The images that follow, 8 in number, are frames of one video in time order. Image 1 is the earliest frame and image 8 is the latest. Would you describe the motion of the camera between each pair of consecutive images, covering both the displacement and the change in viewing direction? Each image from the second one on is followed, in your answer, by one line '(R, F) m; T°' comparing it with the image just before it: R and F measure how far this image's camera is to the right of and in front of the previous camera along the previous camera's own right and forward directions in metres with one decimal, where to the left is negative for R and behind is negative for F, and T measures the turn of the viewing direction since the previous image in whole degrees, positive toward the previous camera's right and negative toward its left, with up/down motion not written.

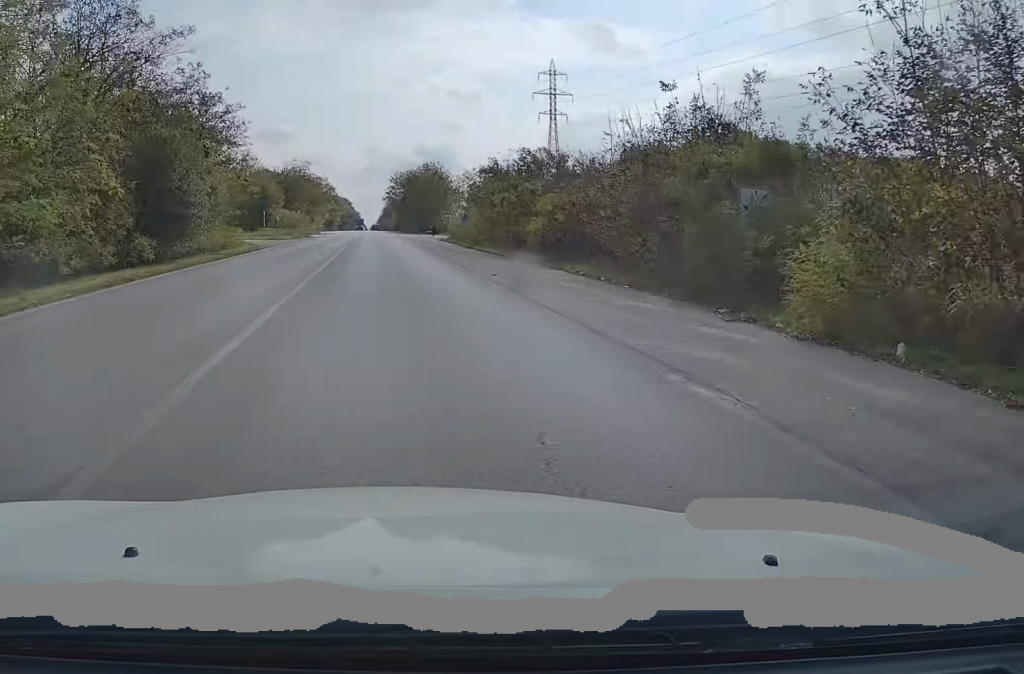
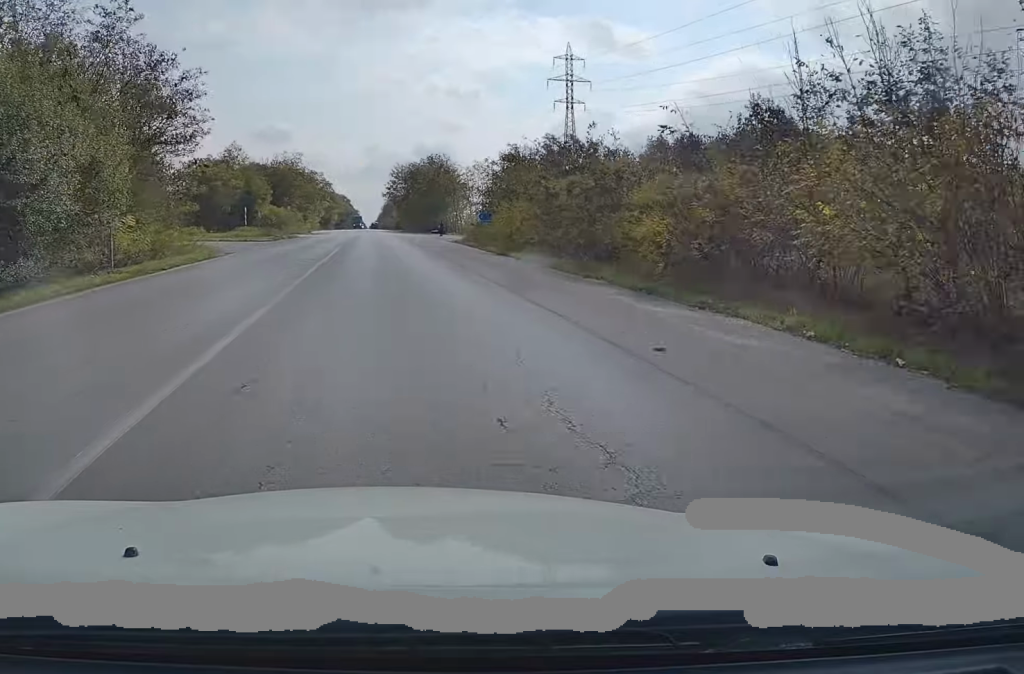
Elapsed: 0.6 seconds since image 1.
(+0.1, +13.0) m; 0°
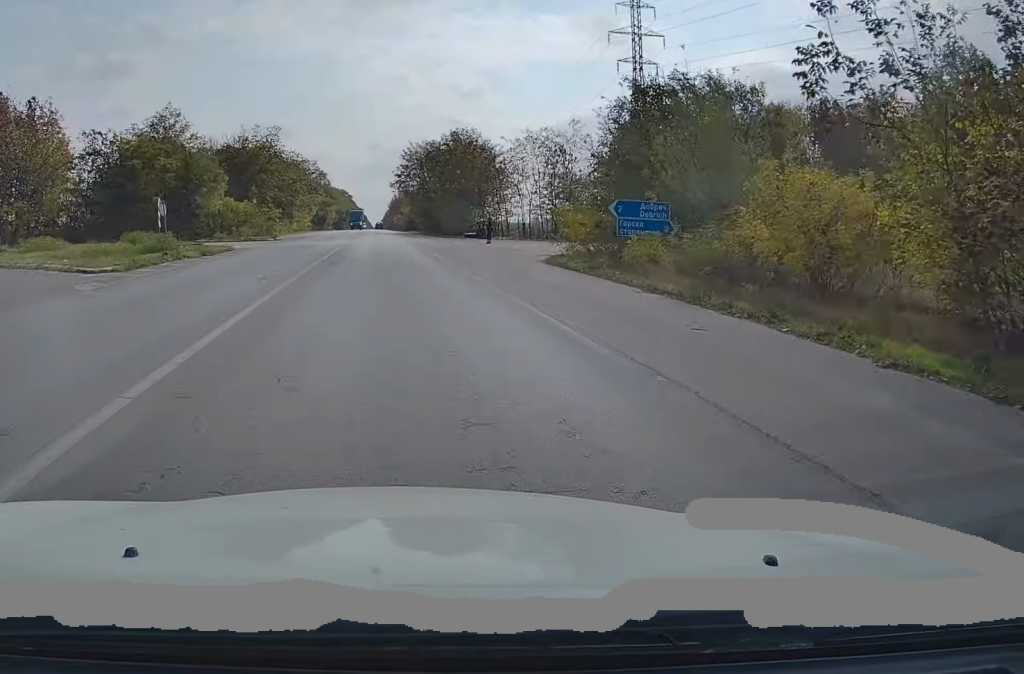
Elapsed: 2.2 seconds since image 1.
(-0.2, +33.4) m; 0°
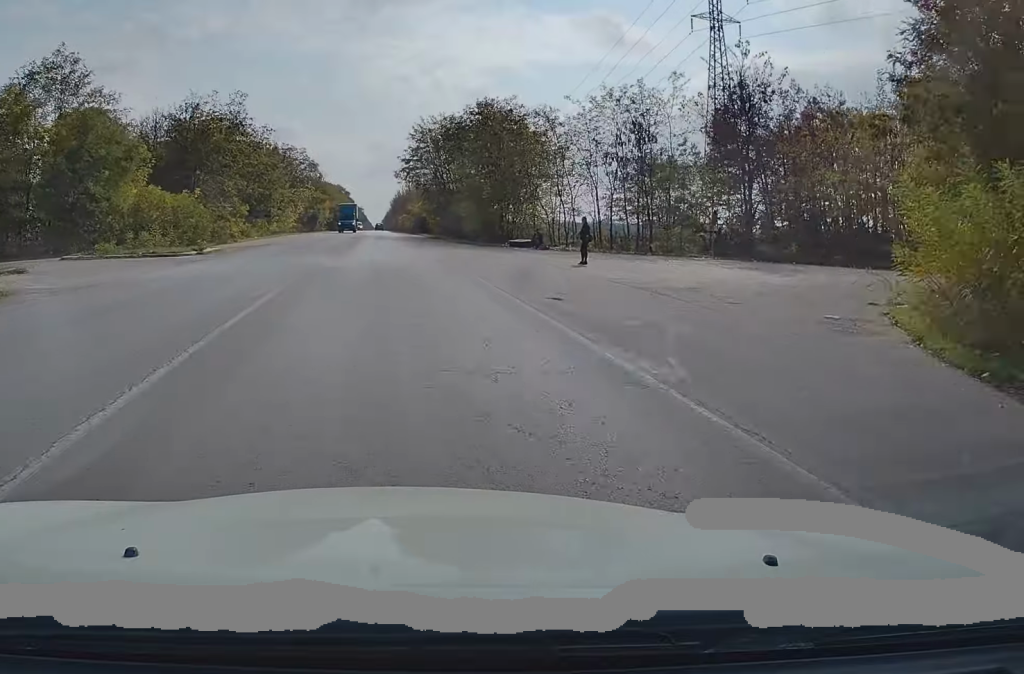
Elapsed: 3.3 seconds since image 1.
(+0.3, +24.4) m; 0°
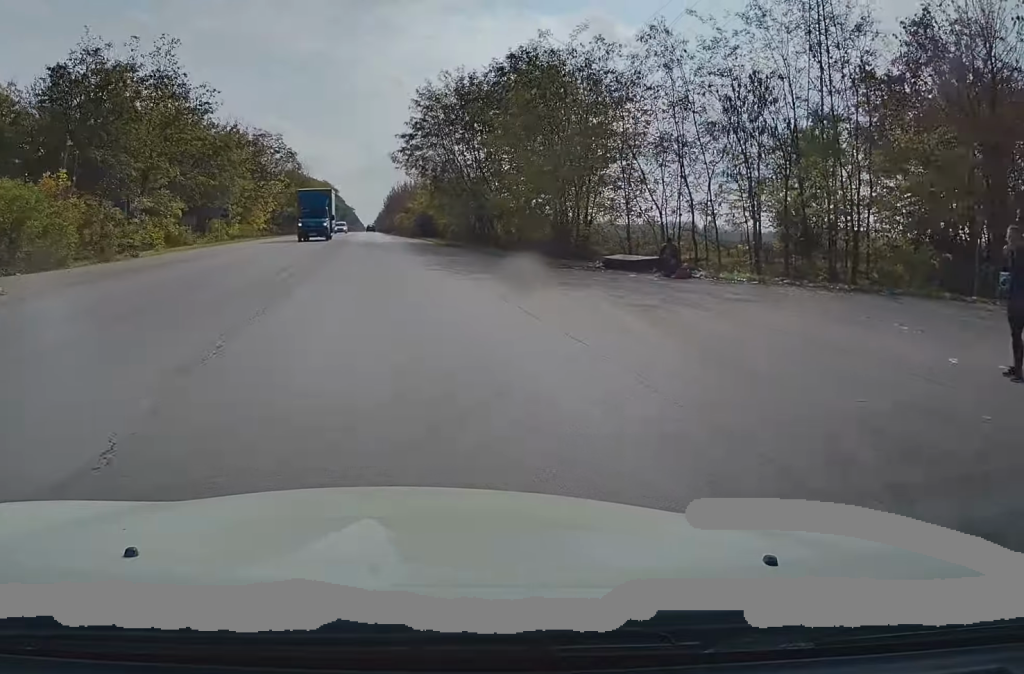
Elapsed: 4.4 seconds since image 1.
(-0.2, +21.2) m; -1°
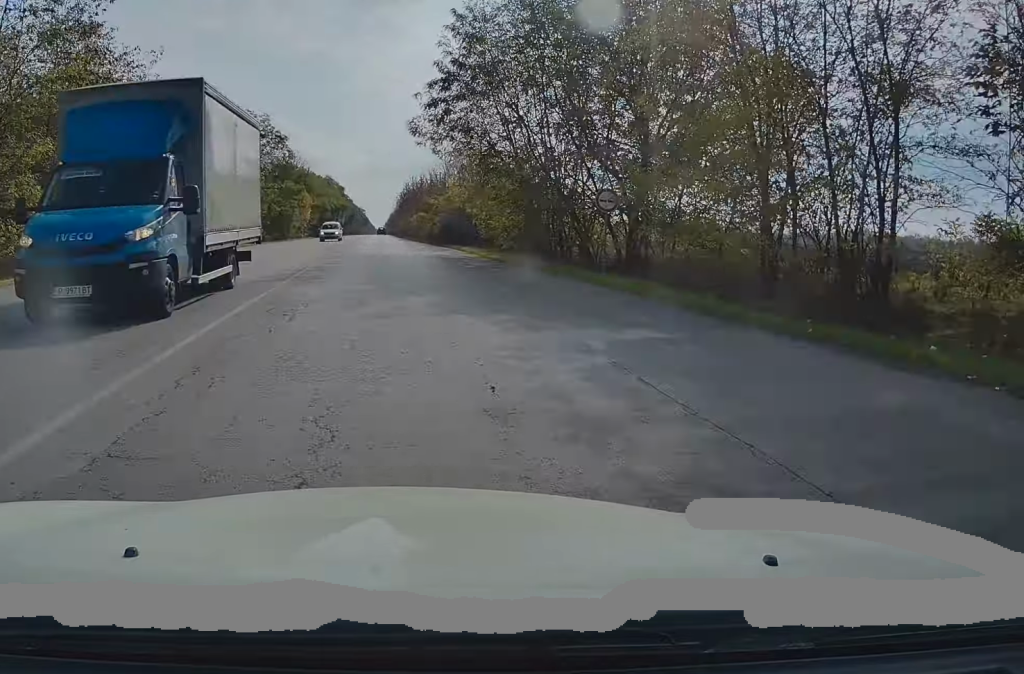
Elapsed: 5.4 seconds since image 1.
(0.0, +20.9) m; 0°
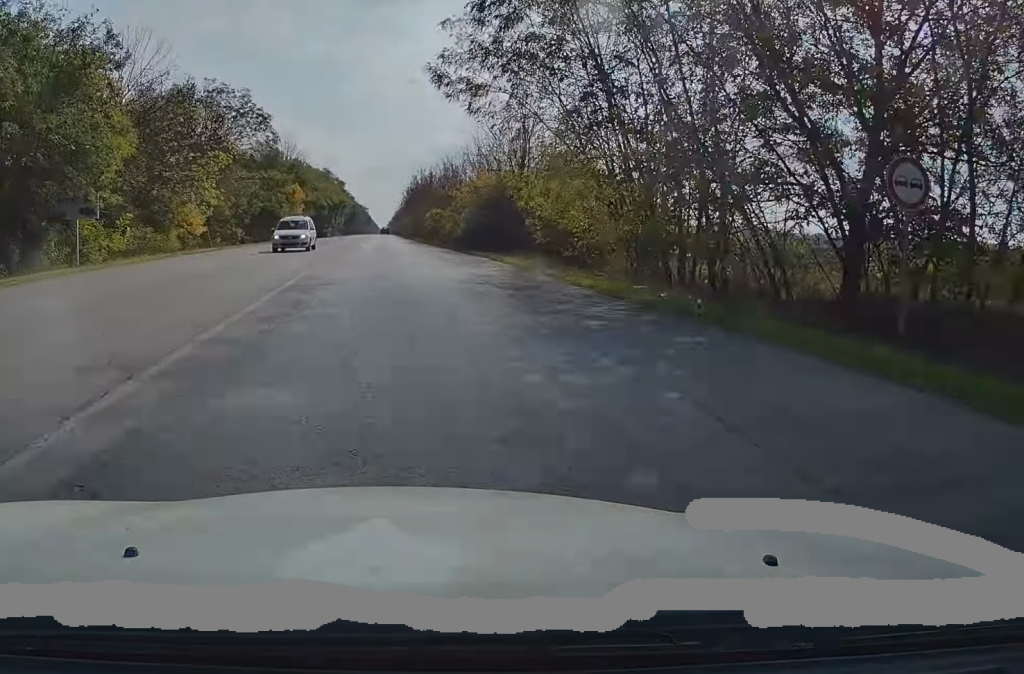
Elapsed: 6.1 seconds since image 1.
(-0.1, +14.9) m; 0°
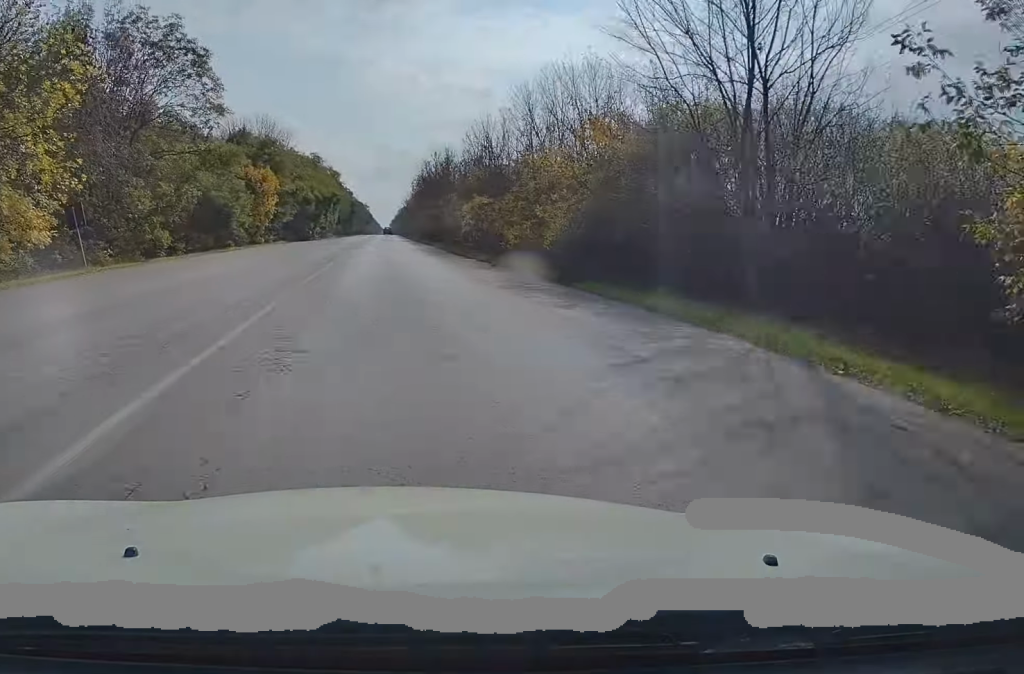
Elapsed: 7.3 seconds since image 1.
(-0.2, +24.3) m; 0°
